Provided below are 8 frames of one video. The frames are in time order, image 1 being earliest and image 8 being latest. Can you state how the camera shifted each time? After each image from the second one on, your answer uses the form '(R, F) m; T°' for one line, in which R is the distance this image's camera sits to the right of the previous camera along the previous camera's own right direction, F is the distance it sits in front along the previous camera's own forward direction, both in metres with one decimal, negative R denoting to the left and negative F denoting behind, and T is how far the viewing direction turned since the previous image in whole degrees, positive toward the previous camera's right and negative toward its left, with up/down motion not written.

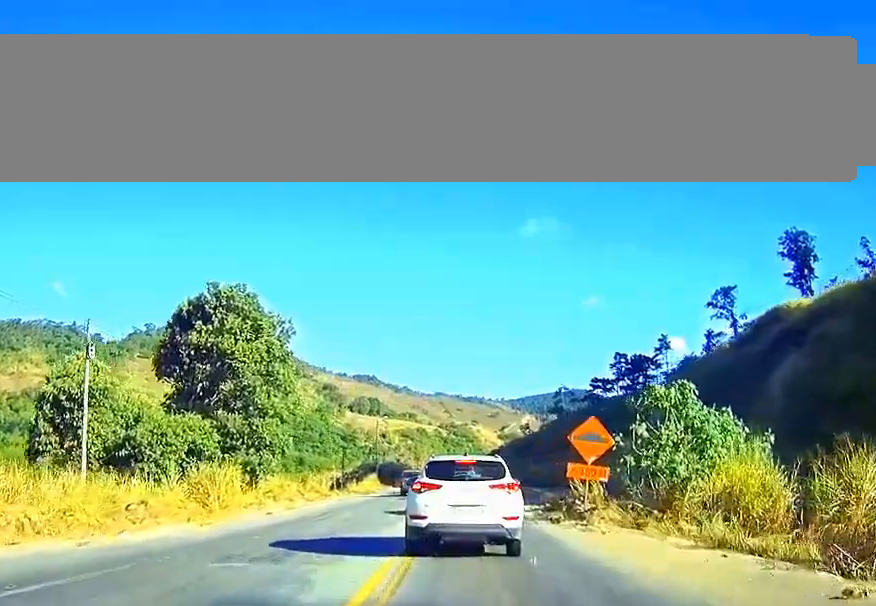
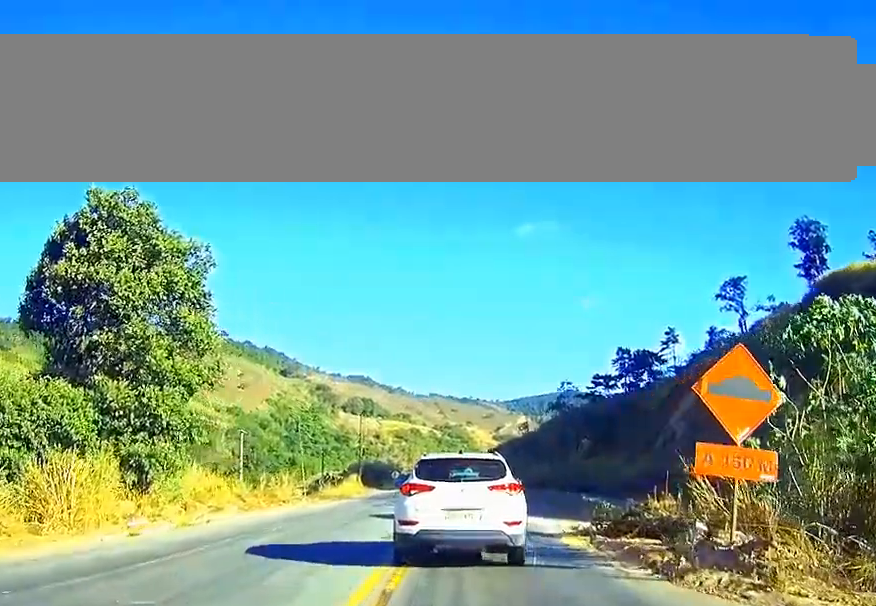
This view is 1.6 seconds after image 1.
(0.0, +13.9) m; 0°
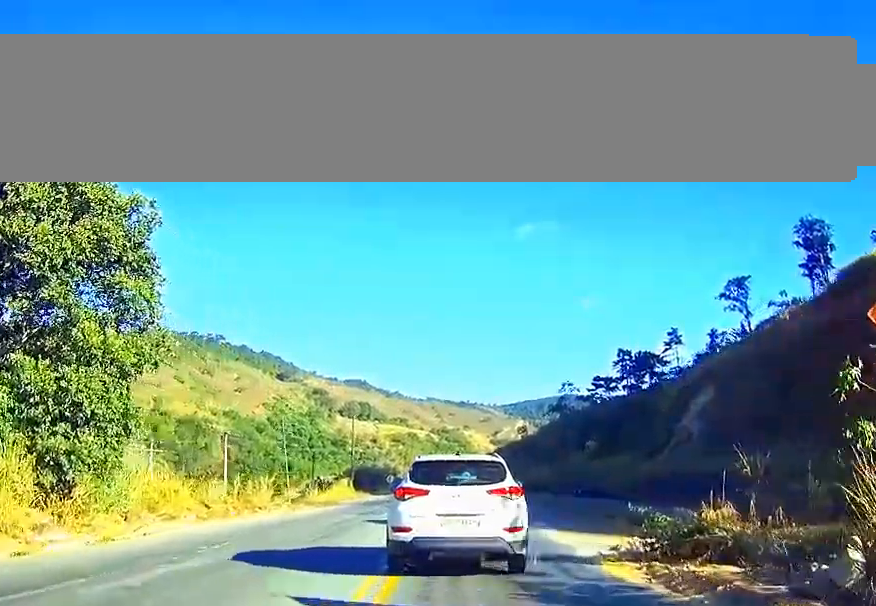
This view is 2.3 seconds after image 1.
(0.0, +5.1) m; 0°
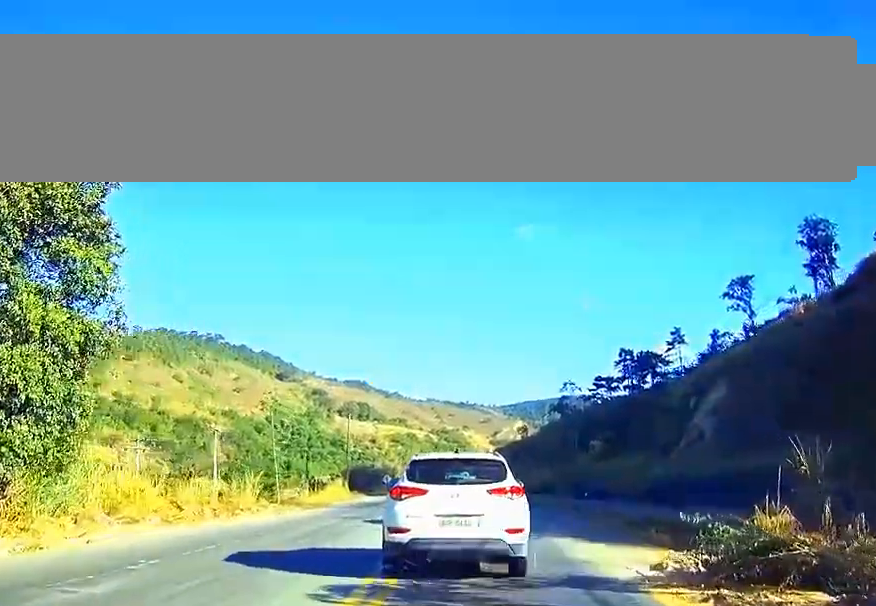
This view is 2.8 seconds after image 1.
(0.0, +3.2) m; 0°
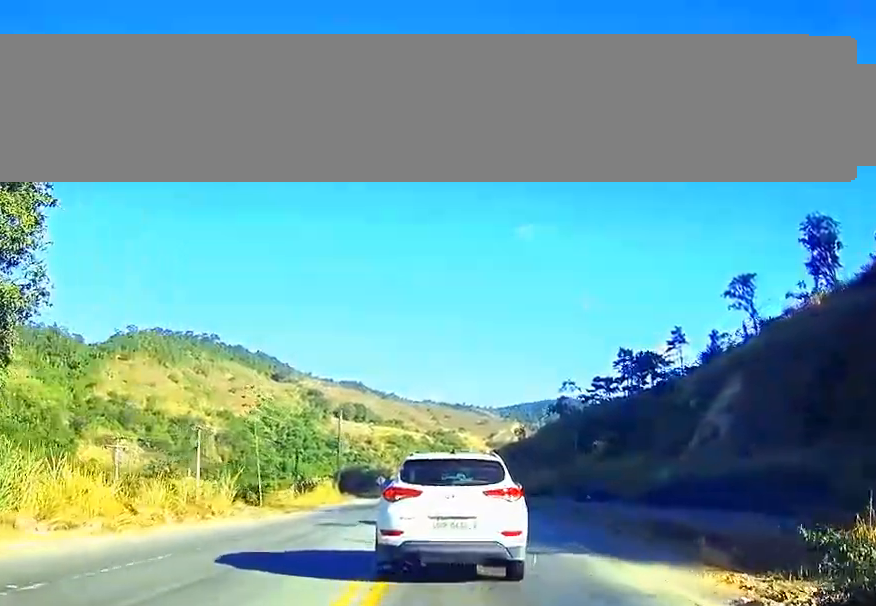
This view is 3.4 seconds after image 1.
(0.0, +4.1) m; 0°
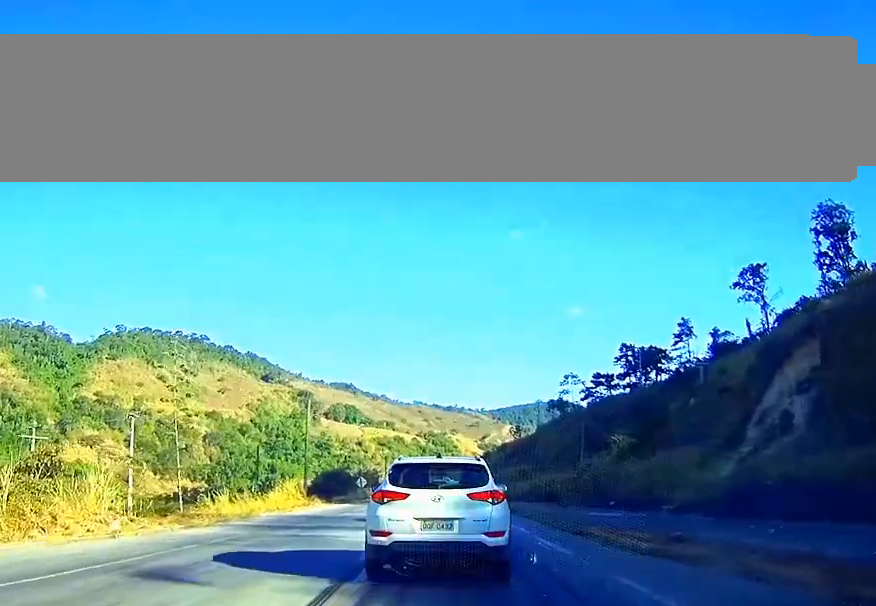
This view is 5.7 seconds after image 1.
(+0.2, +14.6) m; +1°
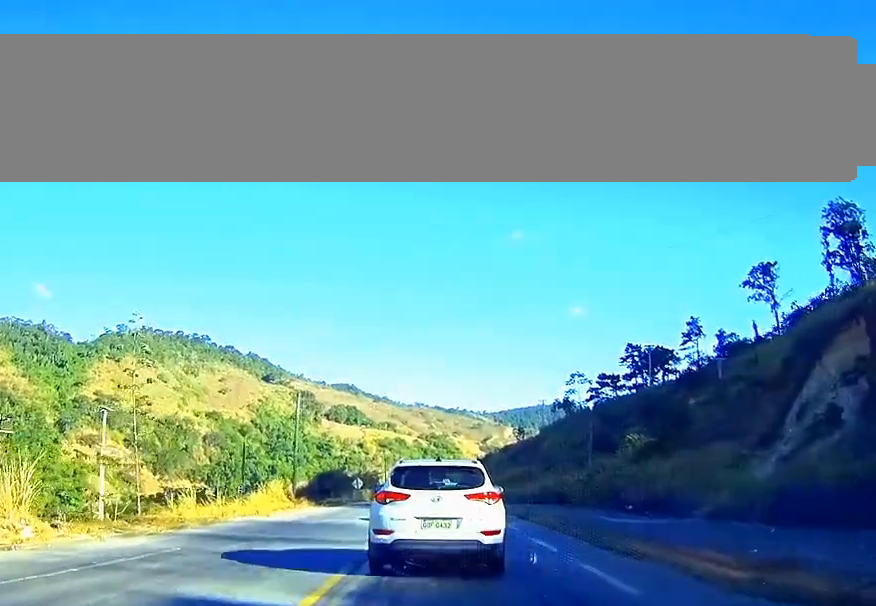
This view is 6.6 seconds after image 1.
(0.0, +5.6) m; -1°
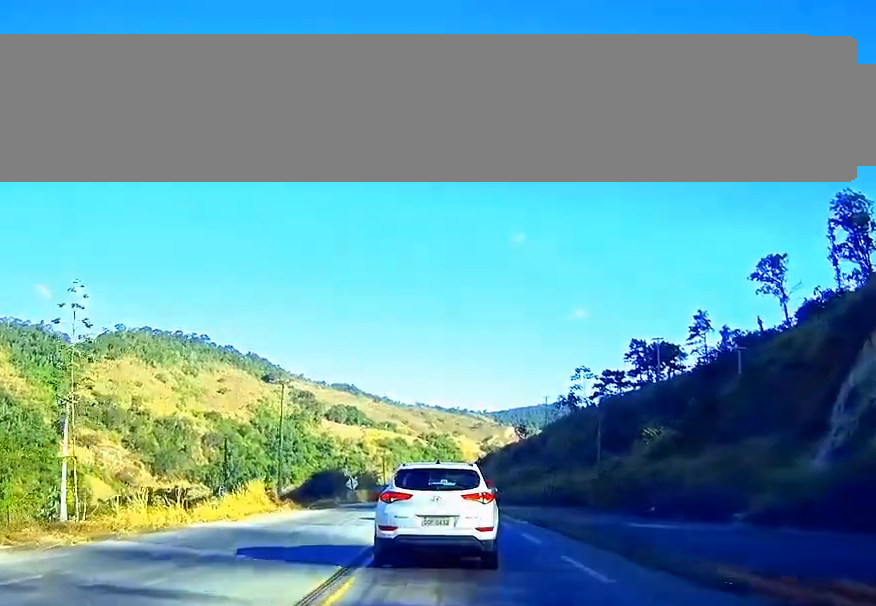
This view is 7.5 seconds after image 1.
(-0.1, +5.9) m; -2°
